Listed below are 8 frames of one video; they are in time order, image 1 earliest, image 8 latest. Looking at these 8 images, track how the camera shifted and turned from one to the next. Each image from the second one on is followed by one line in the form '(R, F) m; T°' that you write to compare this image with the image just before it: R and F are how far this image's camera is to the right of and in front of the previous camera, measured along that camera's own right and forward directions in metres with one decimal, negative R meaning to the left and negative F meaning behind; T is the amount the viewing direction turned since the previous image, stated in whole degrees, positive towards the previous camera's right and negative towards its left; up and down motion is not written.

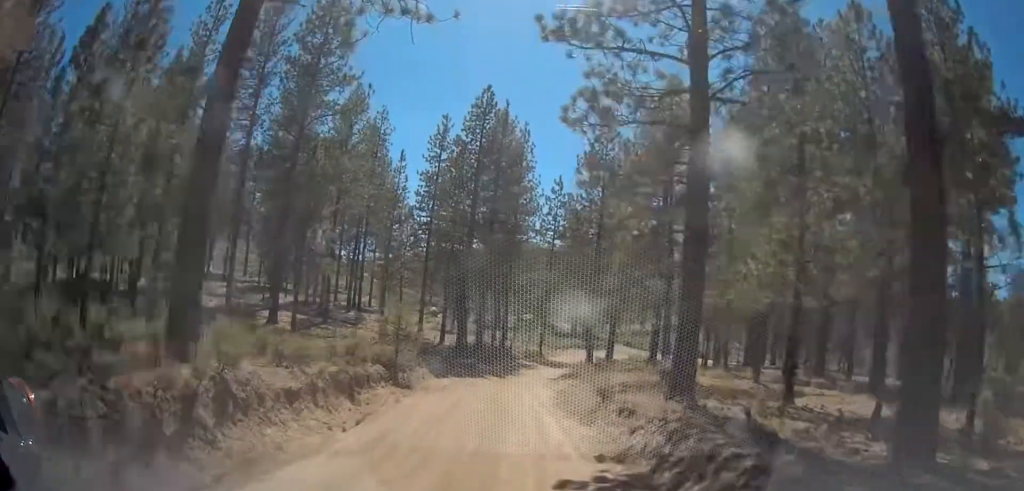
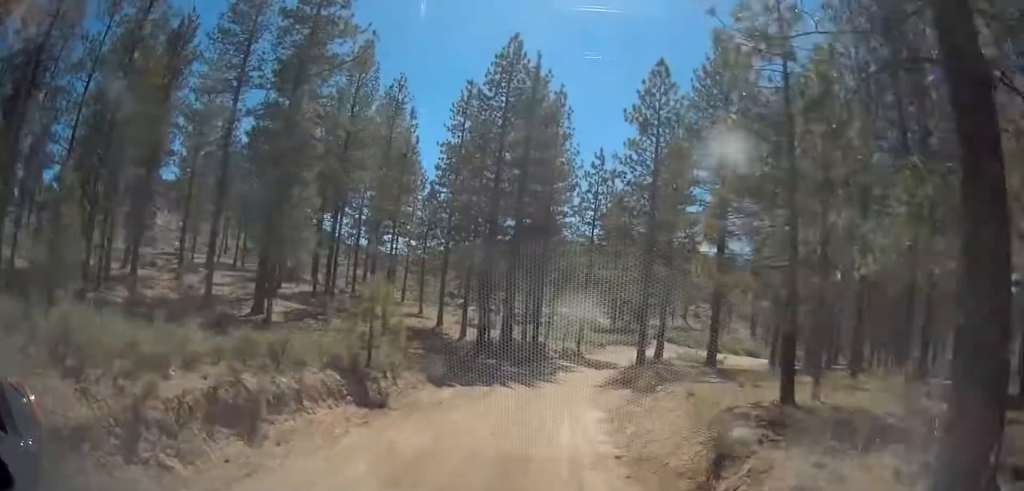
(-0.5, +7.5) m; -6°
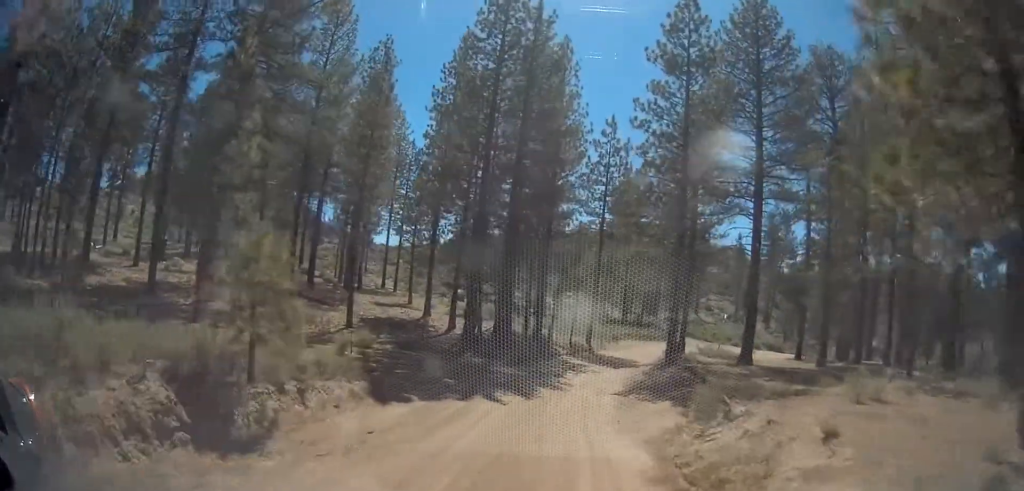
(-0.2, +6.9) m; +1°
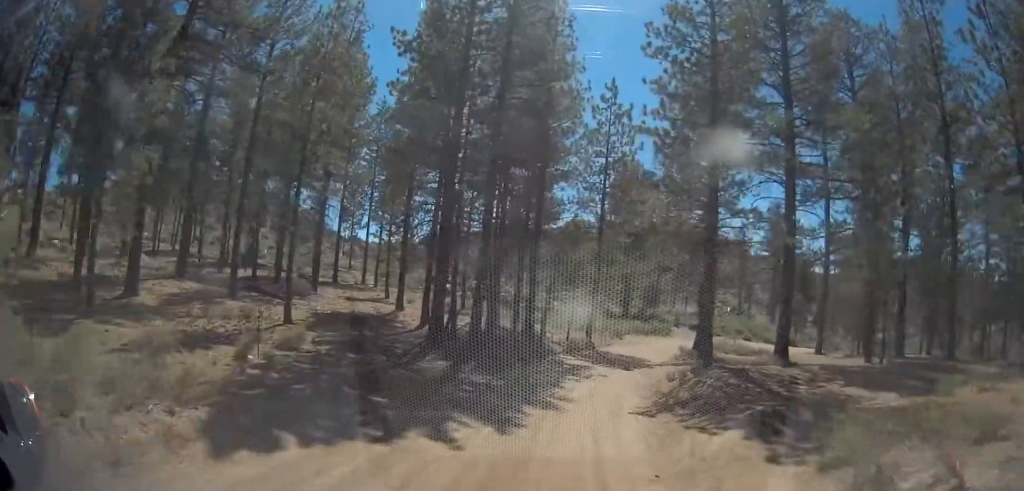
(+0.2, +6.5) m; +3°
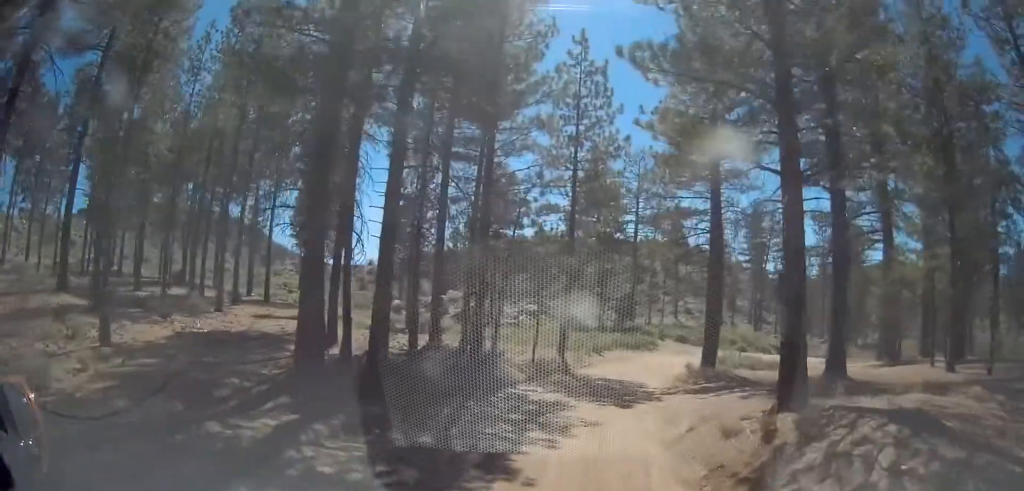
(+0.2, +9.1) m; +3°
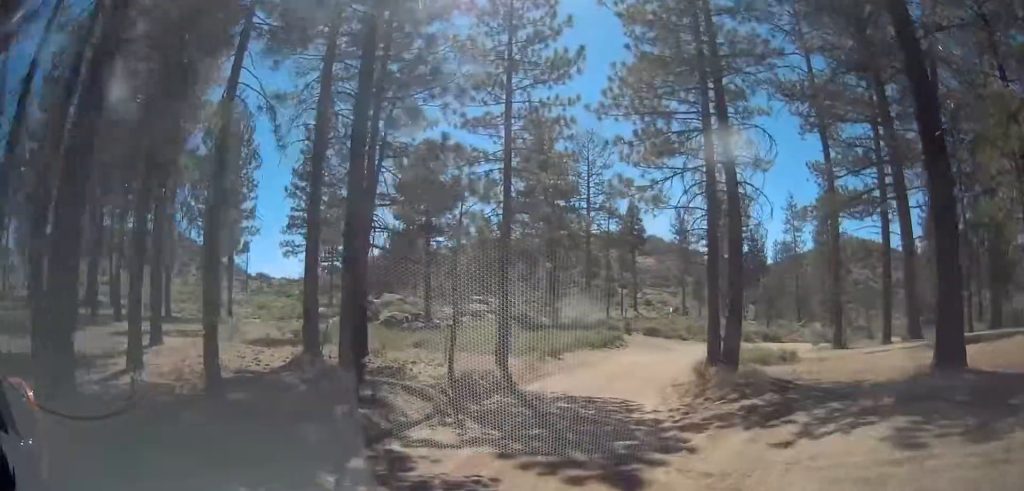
(+0.3, +9.0) m; +3°
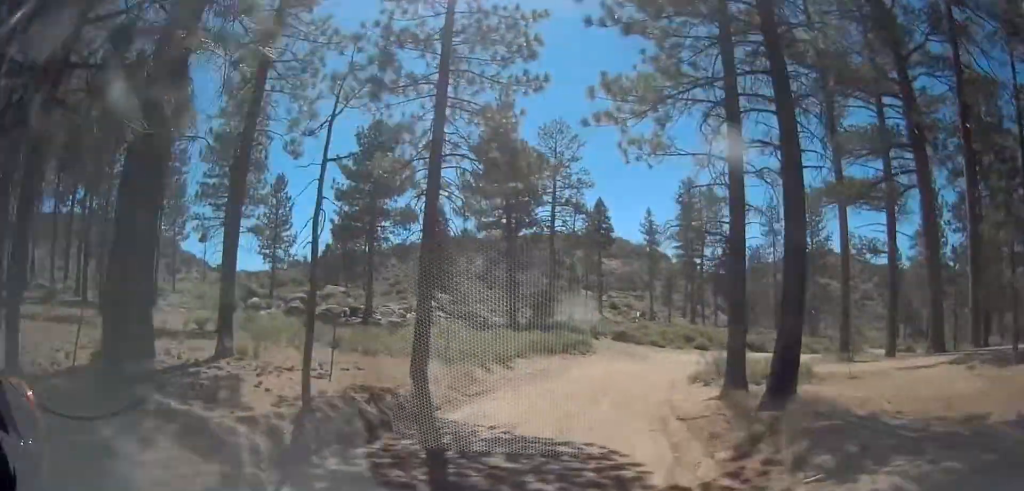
(+0.1, +6.5) m; +4°
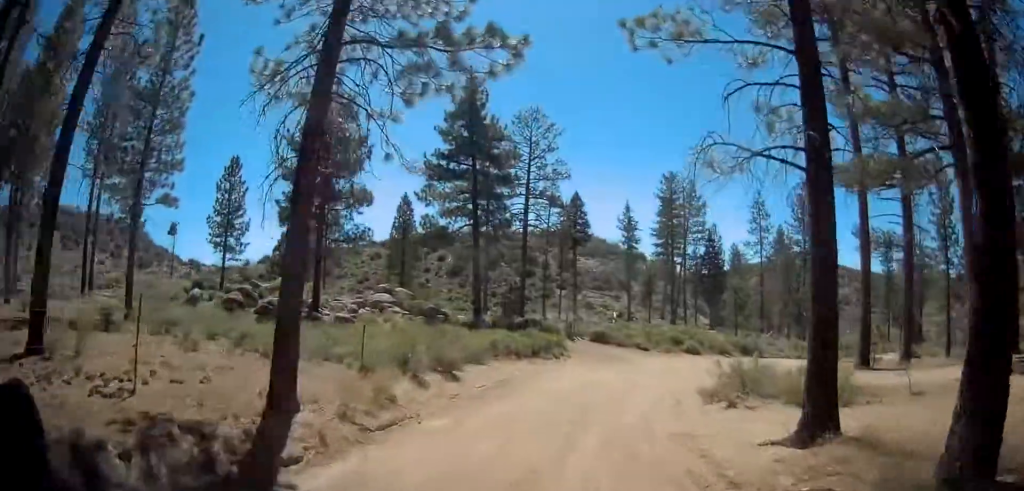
(+0.3, +5.9) m; +4°
